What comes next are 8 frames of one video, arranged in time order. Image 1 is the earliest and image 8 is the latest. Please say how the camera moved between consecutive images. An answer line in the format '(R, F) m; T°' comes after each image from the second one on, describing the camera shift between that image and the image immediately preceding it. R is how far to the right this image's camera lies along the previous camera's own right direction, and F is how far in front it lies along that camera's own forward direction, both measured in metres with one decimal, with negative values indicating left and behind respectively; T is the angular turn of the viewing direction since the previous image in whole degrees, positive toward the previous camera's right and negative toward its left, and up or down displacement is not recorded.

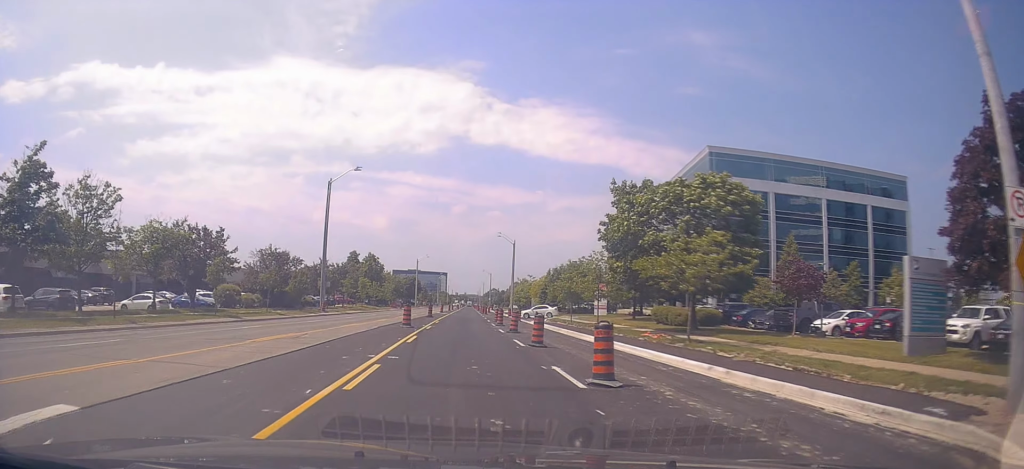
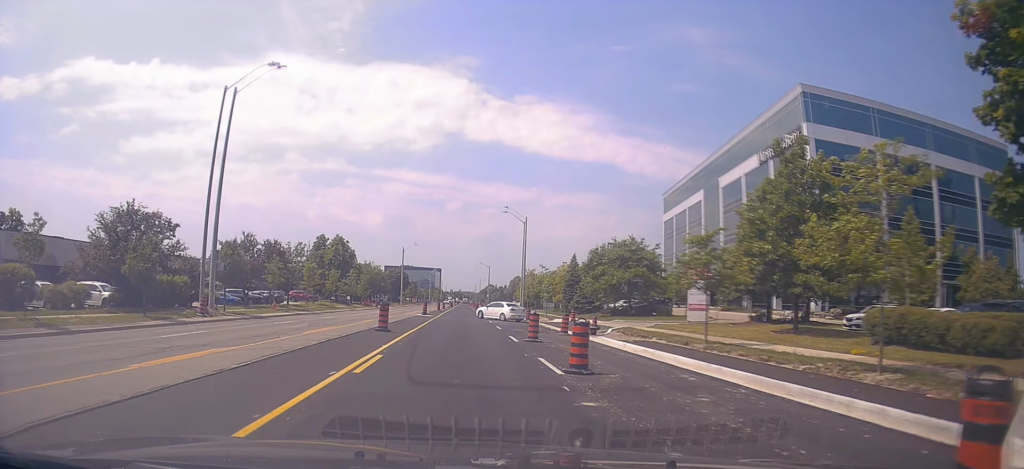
(+1.1, +25.5) m; -1°
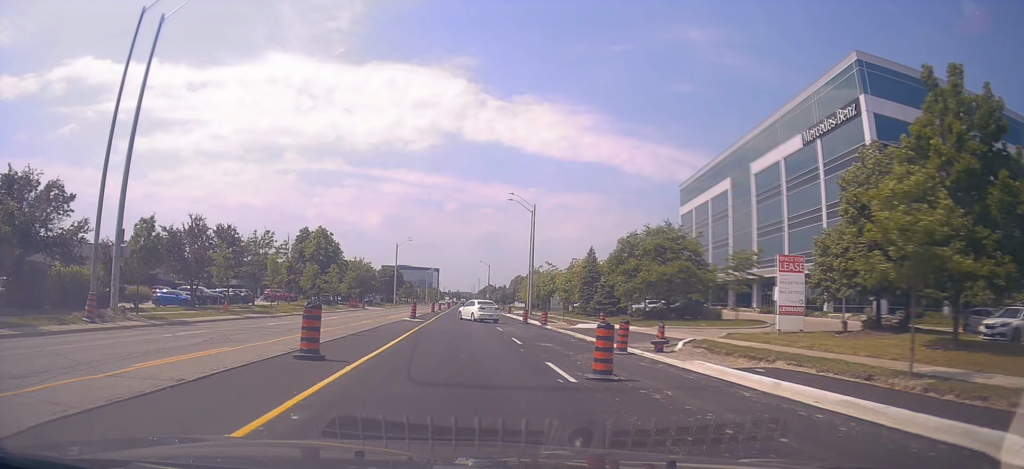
(-0.4, +10.0) m; 0°
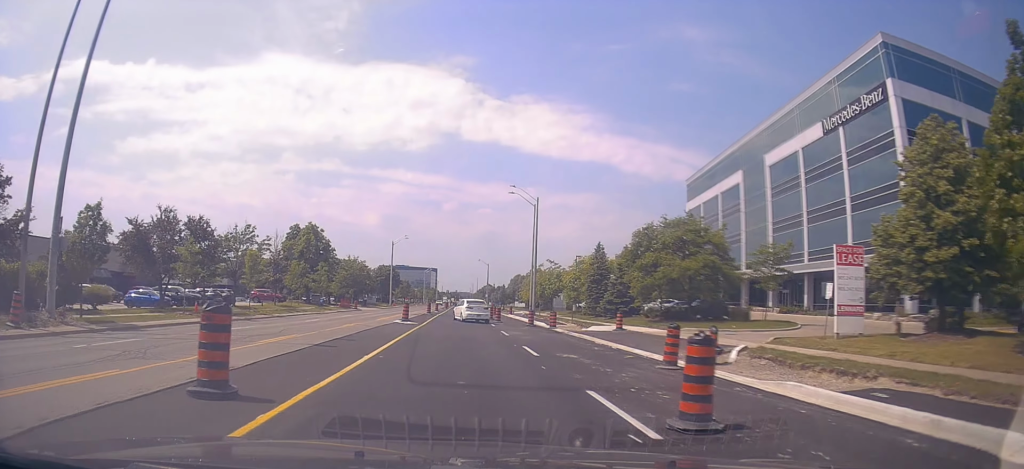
(+0.2, +4.2) m; +1°
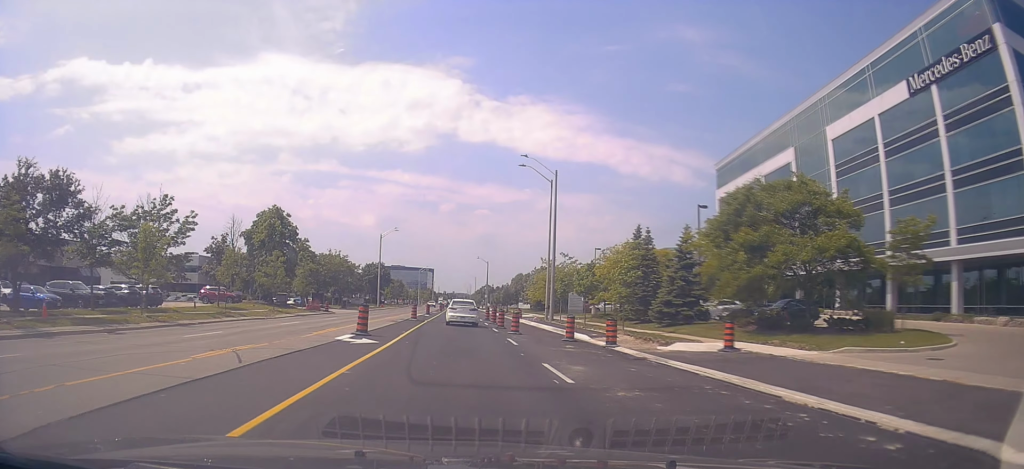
(+0.4, +13.7) m; +2°
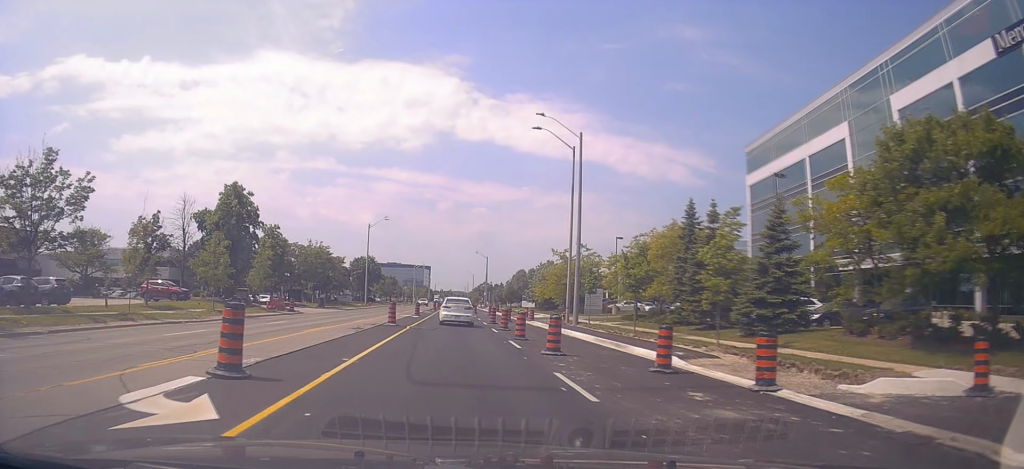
(0.0, +10.8) m; -2°
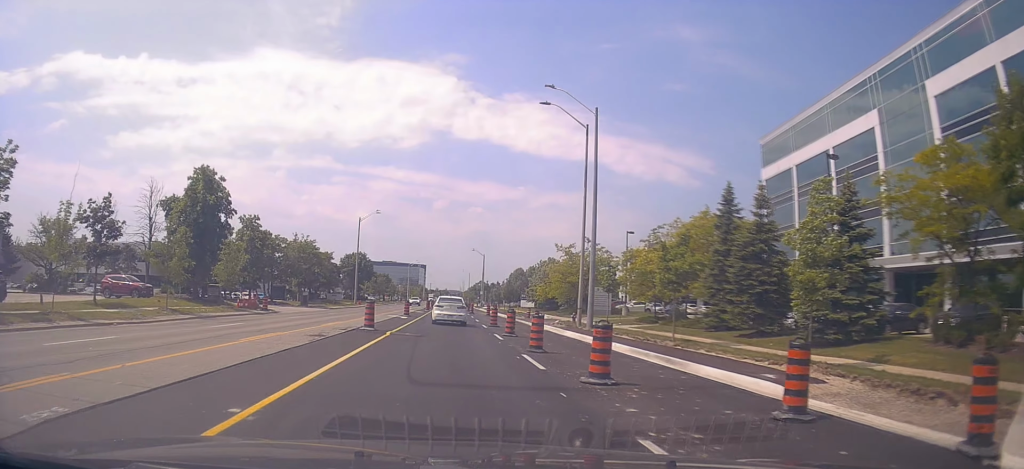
(-0.1, +5.4) m; +1°
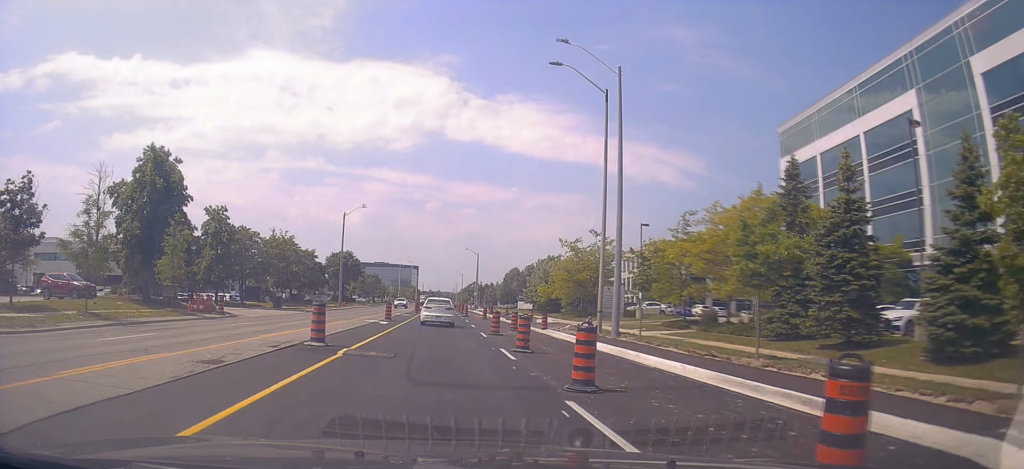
(-0.3, +6.8) m; +2°
